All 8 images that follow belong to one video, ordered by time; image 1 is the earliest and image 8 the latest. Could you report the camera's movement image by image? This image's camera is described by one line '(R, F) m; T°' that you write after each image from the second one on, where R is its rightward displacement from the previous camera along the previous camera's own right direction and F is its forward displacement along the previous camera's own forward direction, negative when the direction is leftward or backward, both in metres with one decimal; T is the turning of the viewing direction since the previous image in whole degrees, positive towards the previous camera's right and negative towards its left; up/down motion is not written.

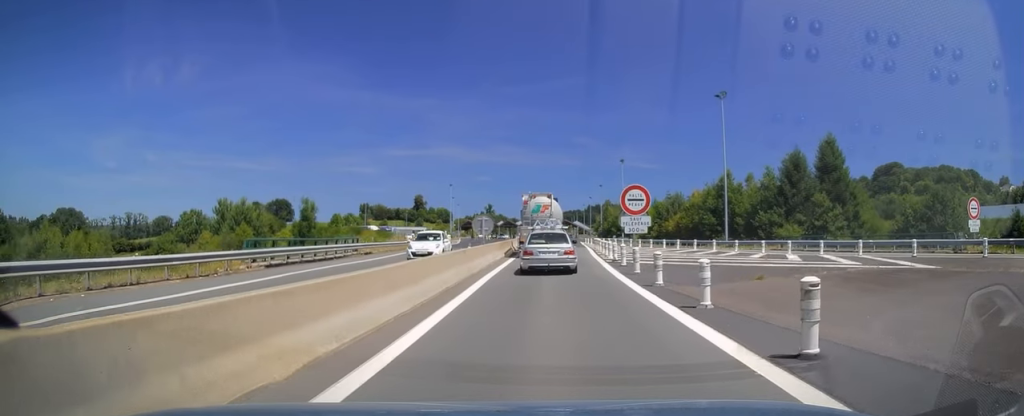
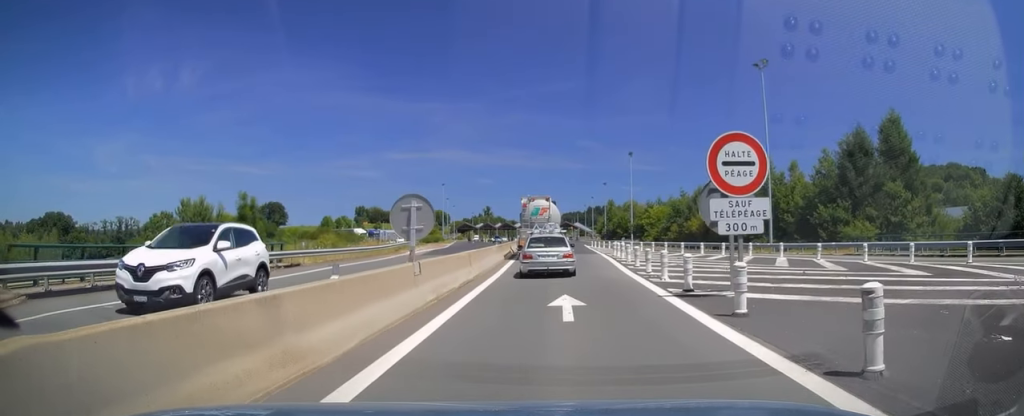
(0.0, +13.6) m; 0°
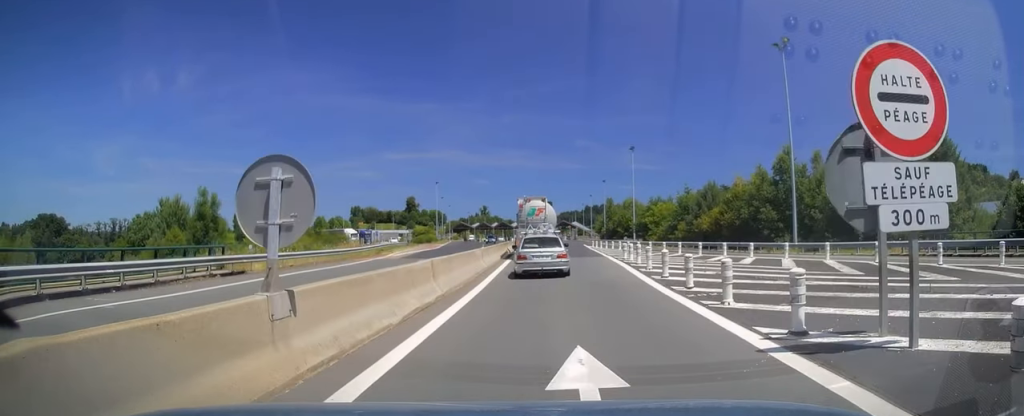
(+0.1, +6.0) m; 0°
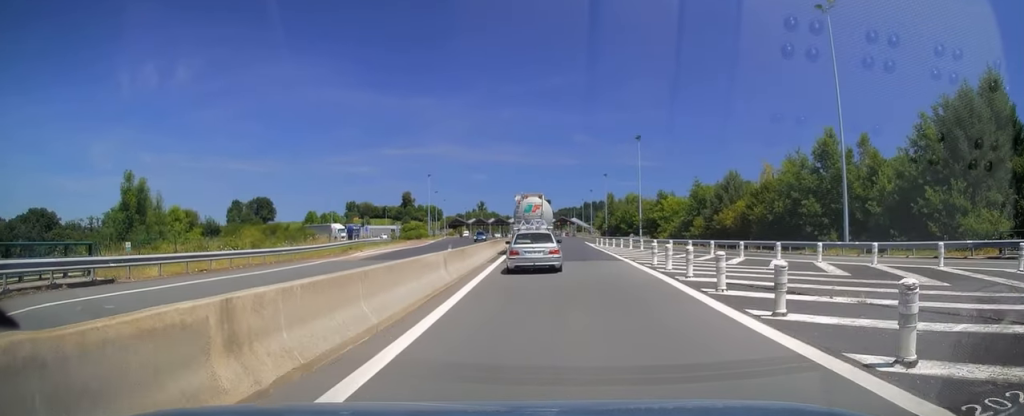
(-0.2, +8.8) m; -1°
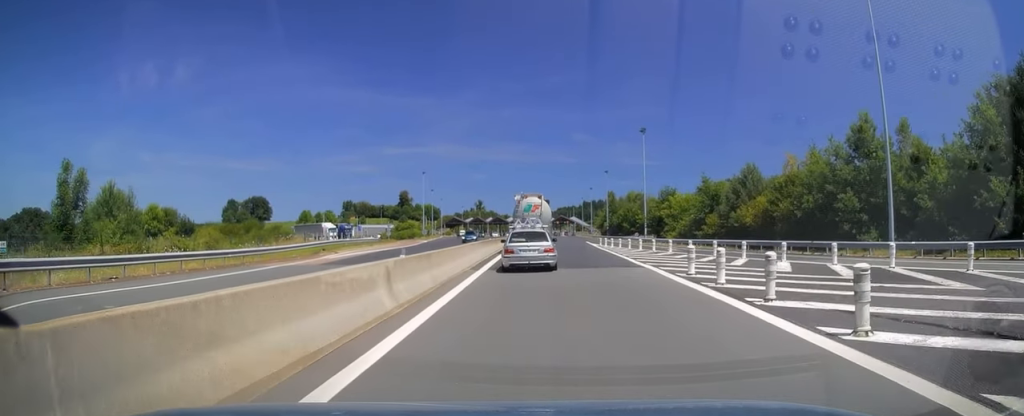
(0.0, +5.7) m; 0°
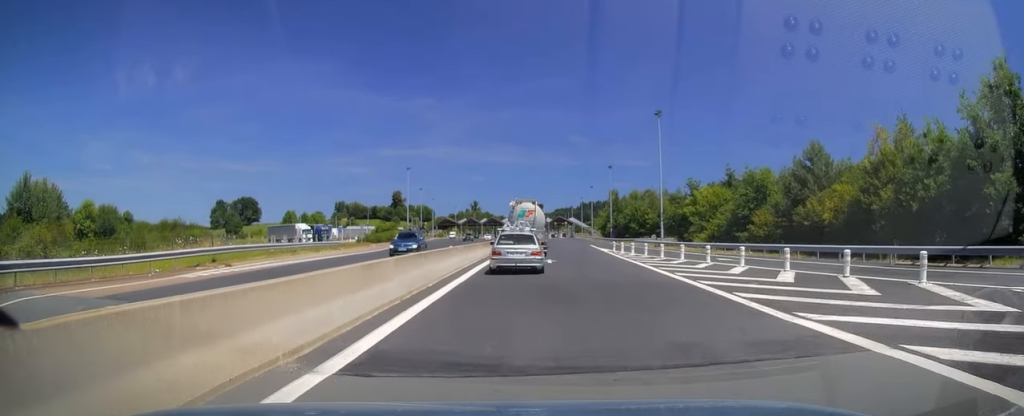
(+0.2, +14.5) m; +2°
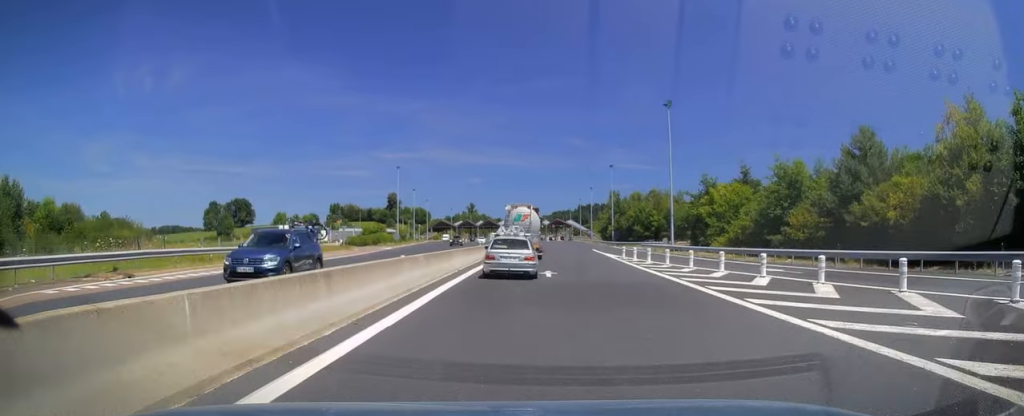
(+0.1, +7.4) m; +1°
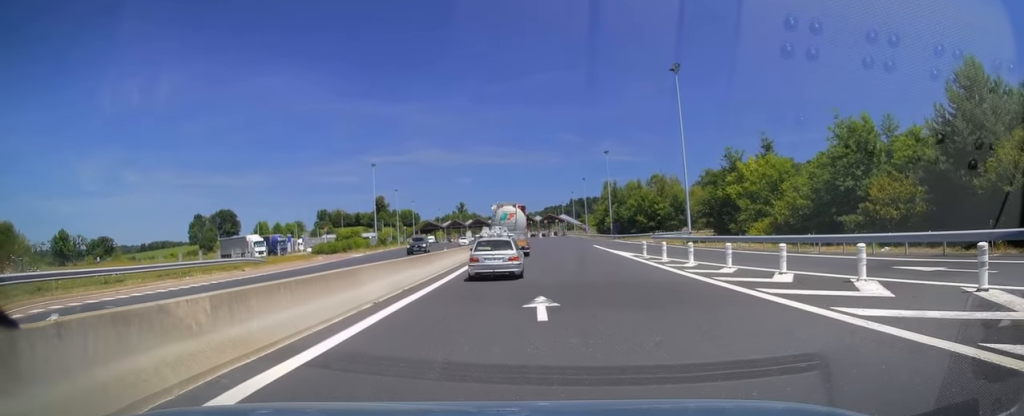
(+0.1, +11.4) m; 0°
